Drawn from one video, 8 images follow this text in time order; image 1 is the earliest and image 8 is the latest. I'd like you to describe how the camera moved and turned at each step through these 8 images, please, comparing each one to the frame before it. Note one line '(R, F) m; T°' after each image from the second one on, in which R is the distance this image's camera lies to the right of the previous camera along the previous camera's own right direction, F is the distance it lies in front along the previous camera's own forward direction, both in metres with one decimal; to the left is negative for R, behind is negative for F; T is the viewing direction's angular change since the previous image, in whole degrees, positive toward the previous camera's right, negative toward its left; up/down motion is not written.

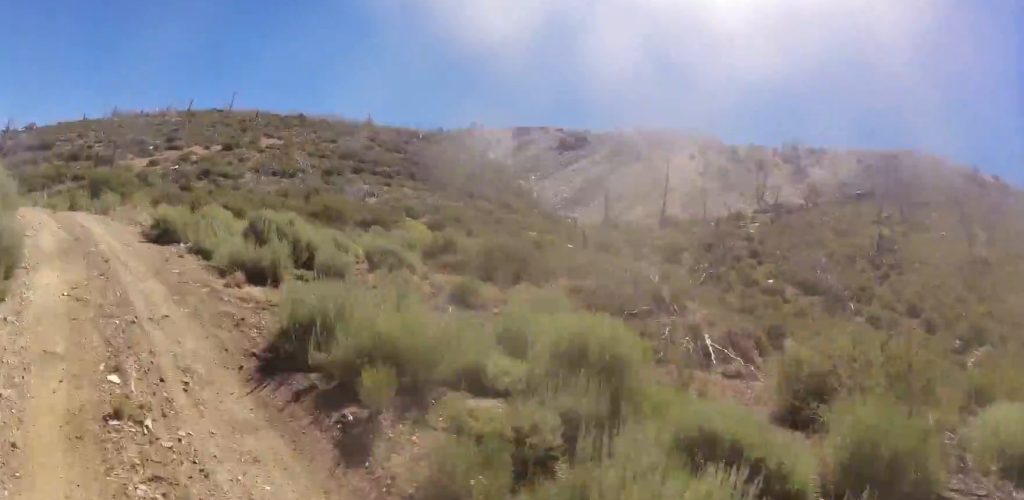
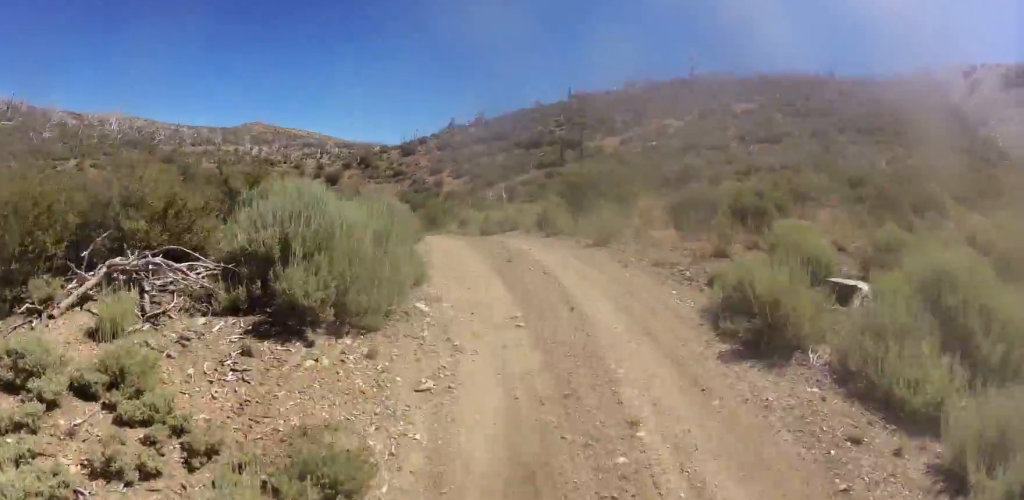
(-0.6, +6.6) m; -11°
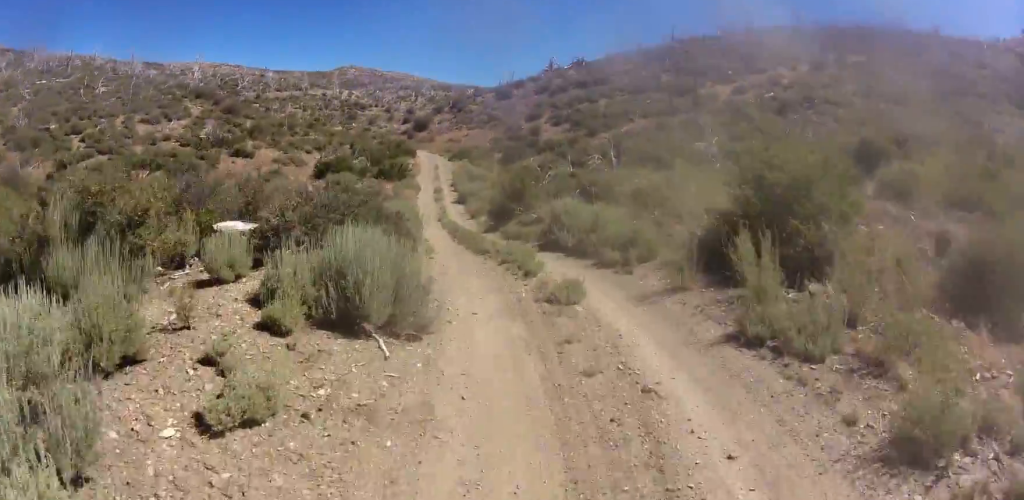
(-1.0, +7.8) m; -3°
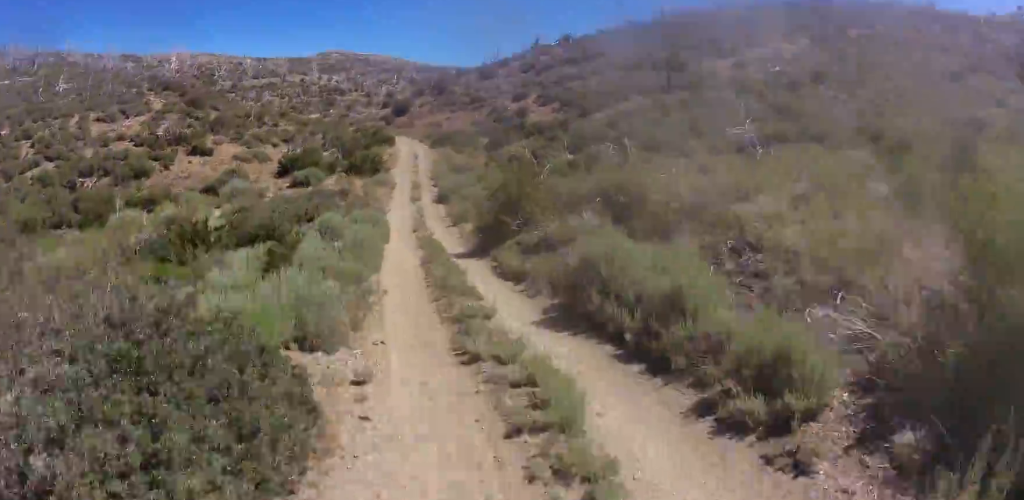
(+0.3, +6.3) m; +1°
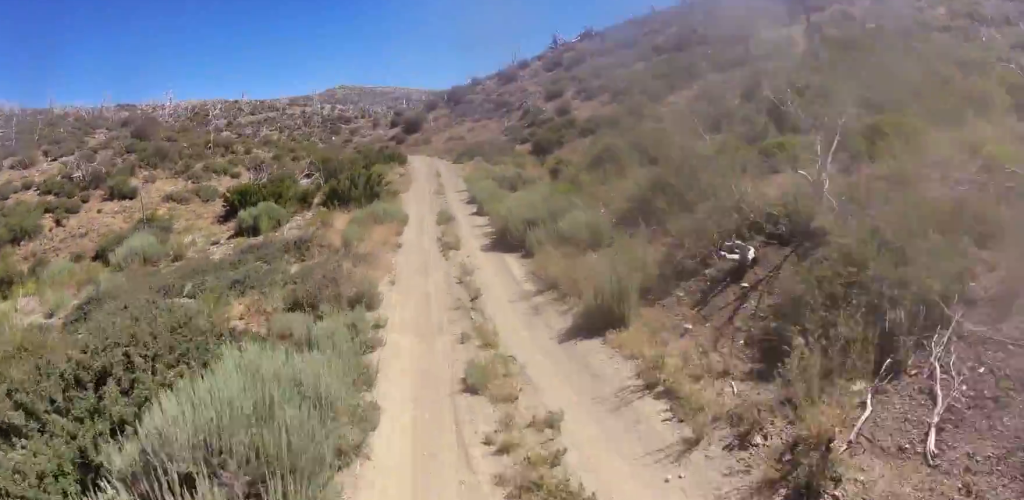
(-1.4, +16.8) m; -10°
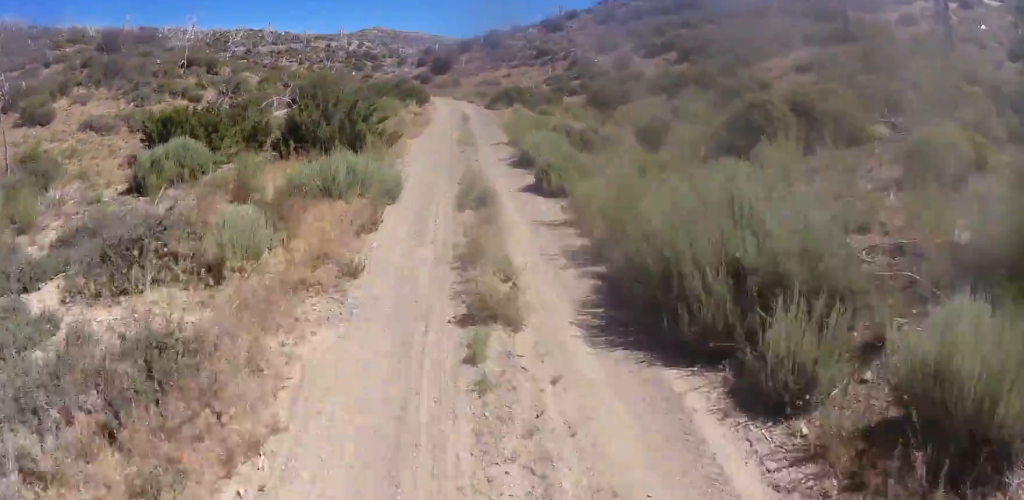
(-0.3, +9.1) m; 0°
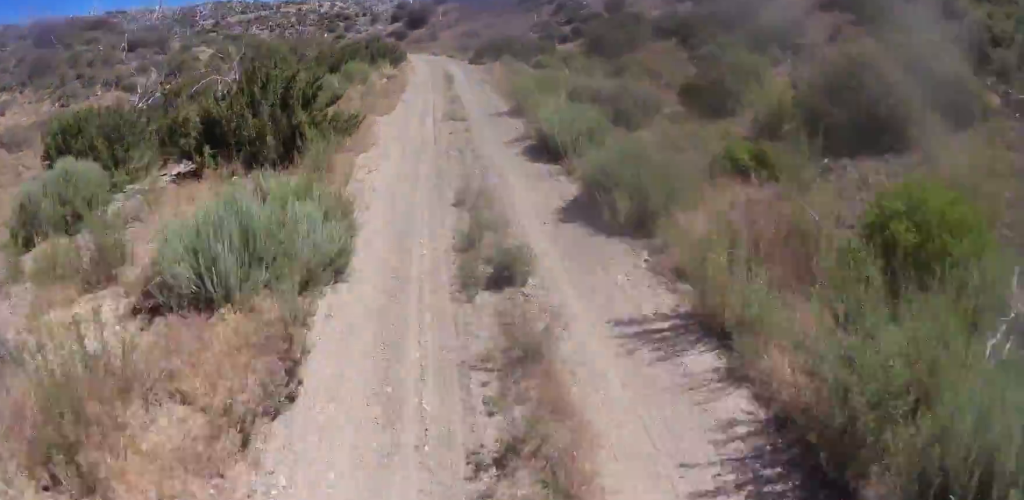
(+0.5, +4.2) m; 0°
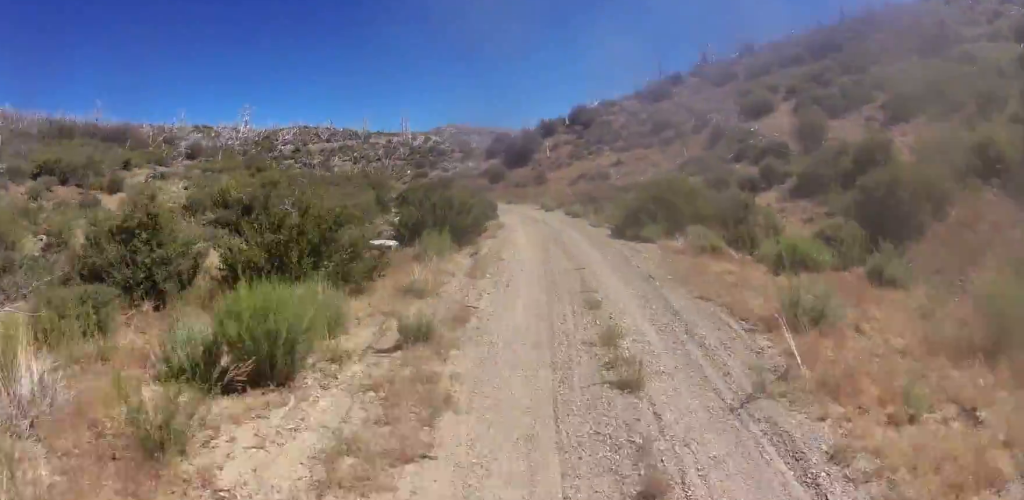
(-0.8, +16.4) m; -3°
